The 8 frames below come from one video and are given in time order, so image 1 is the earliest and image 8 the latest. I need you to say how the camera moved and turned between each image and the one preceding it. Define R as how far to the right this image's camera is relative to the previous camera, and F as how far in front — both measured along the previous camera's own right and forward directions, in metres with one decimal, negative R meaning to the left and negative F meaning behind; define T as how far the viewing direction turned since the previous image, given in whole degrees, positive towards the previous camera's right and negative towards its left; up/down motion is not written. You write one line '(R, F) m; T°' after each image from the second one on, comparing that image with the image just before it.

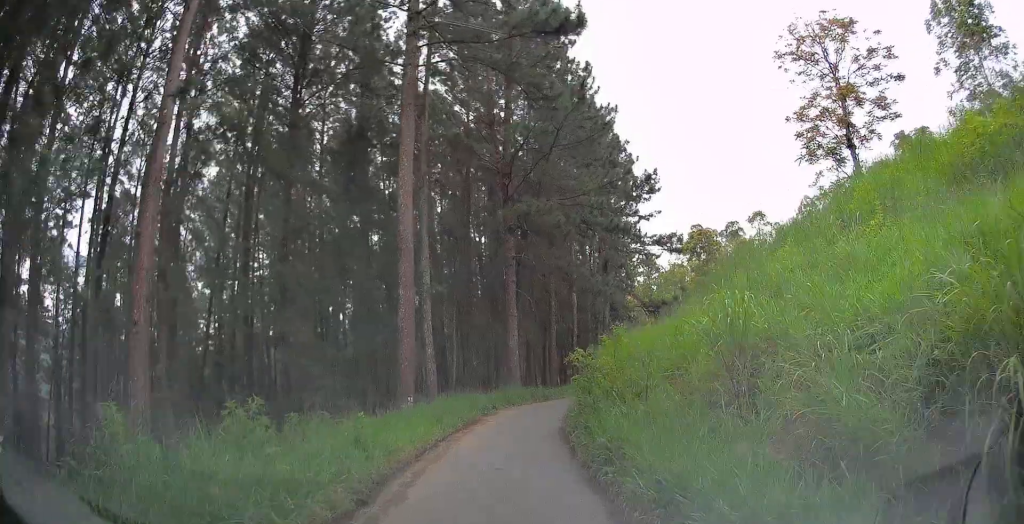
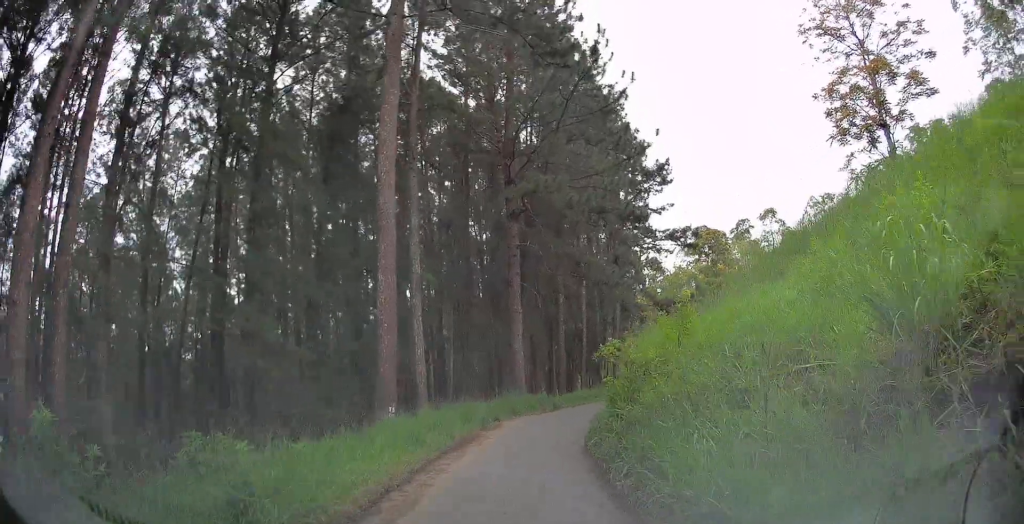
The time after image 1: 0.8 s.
(-0.2, +4.3) m; -2°
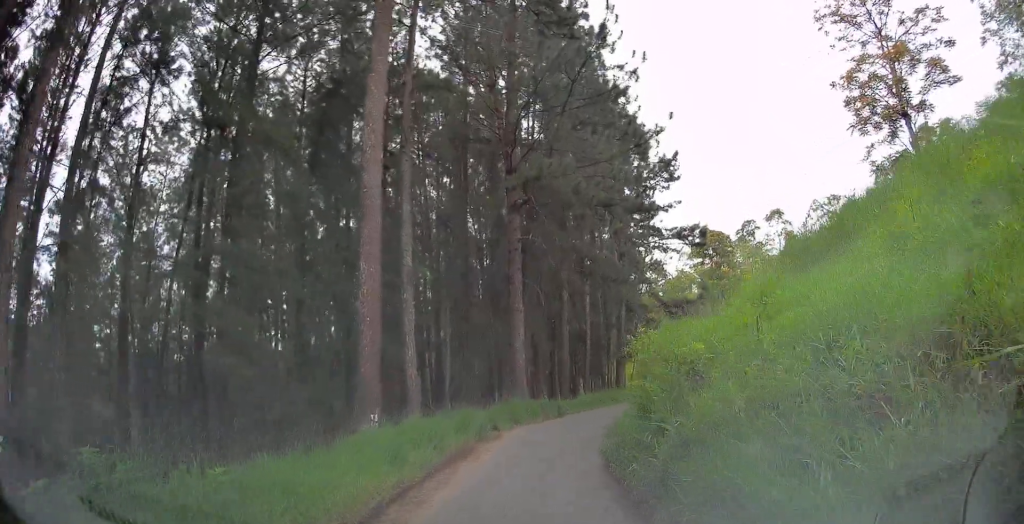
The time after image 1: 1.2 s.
(-0.2, +2.5) m; +1°
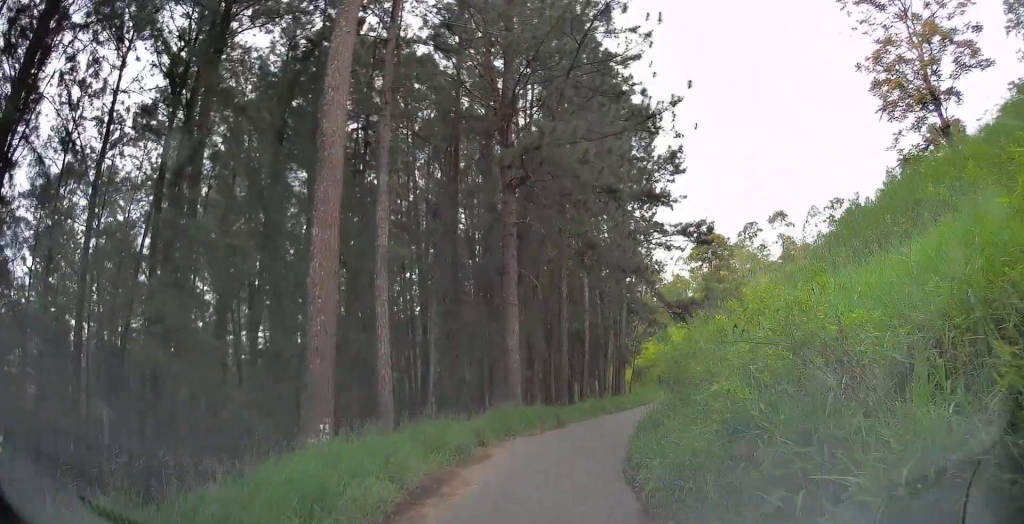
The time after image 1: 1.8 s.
(+0.2, +3.8) m; +5°
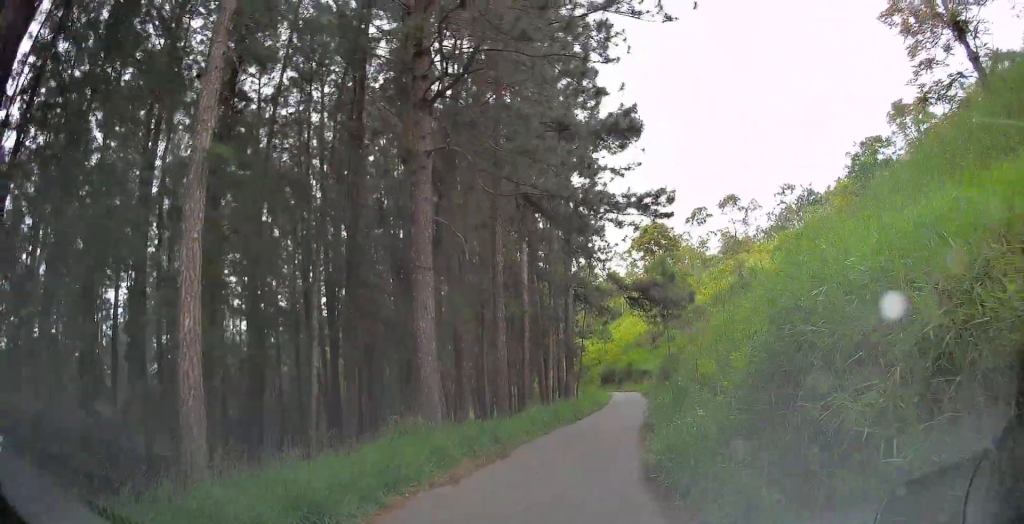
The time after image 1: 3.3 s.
(+0.9, +8.6) m; +5°
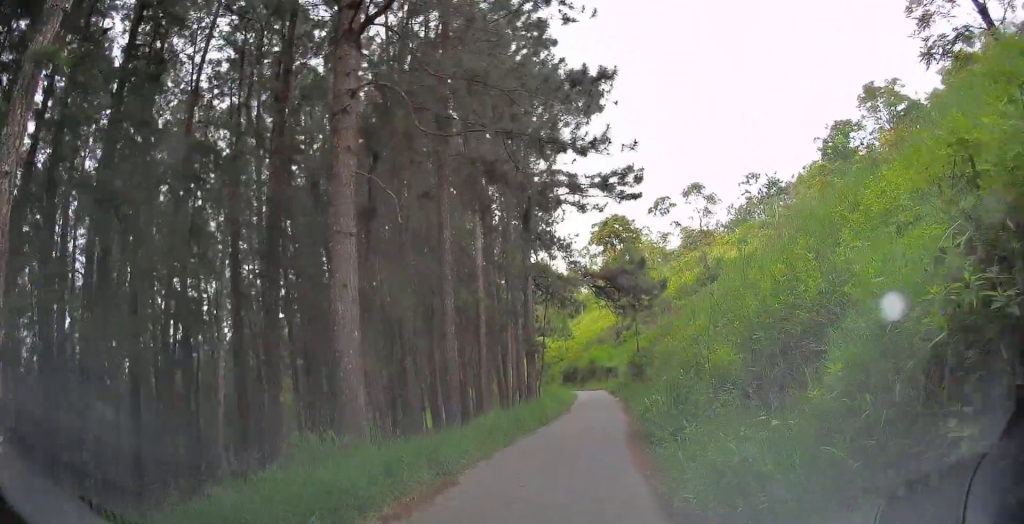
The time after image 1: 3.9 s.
(-0.2, +4.1) m; +1°
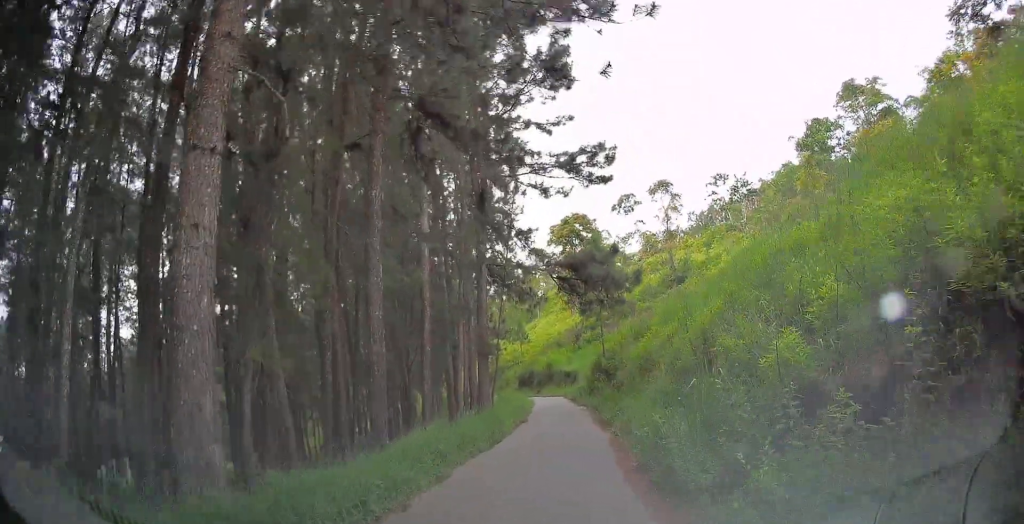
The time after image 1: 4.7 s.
(0.0, +4.8) m; +4°
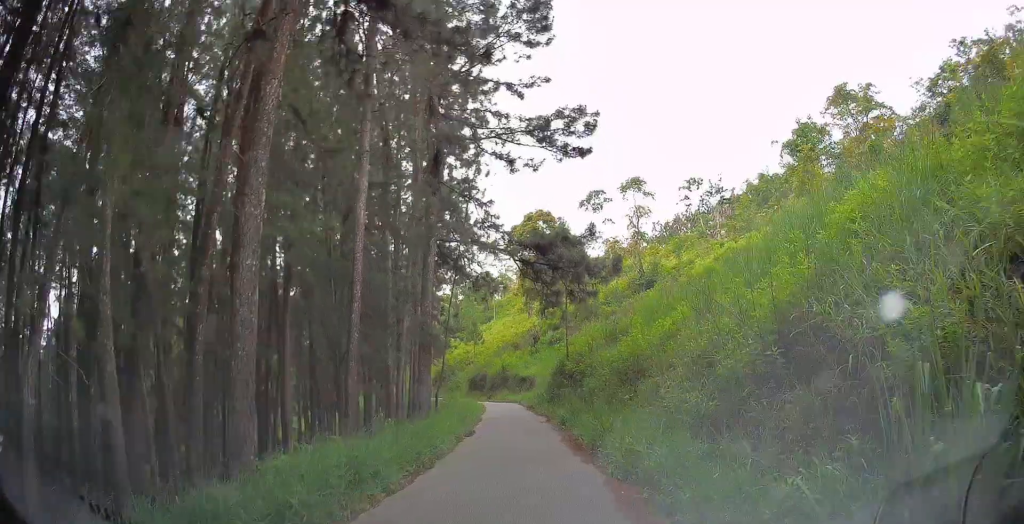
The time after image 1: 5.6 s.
(+0.3, +5.5) m; +7°
